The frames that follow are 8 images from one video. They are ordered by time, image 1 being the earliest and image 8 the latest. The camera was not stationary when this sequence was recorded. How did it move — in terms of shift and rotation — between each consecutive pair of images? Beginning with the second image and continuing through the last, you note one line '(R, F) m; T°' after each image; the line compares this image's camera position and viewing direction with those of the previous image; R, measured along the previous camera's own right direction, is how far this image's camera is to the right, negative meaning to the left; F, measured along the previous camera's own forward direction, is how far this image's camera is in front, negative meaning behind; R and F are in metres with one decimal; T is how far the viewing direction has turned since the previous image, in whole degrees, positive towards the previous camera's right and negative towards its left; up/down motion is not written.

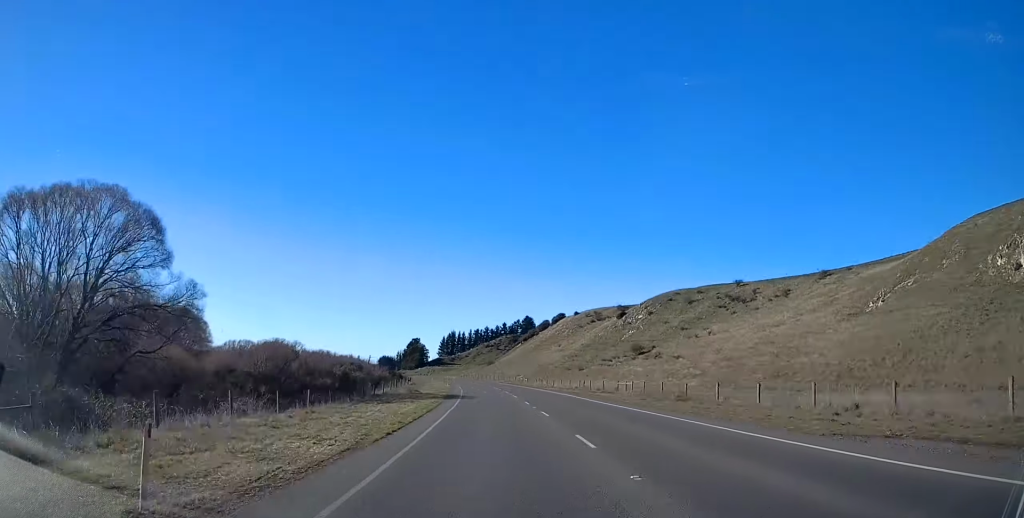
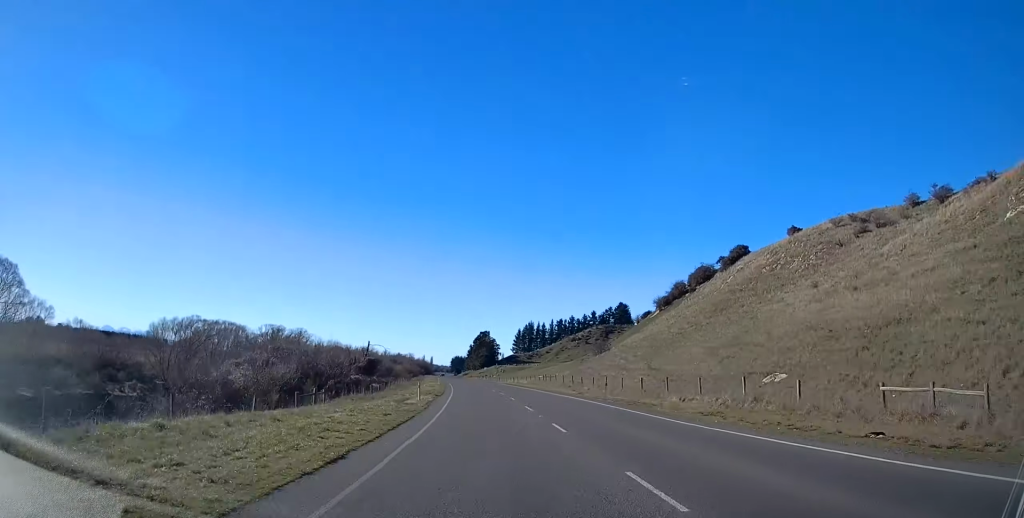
(-6.8, +107.5) m; -7°
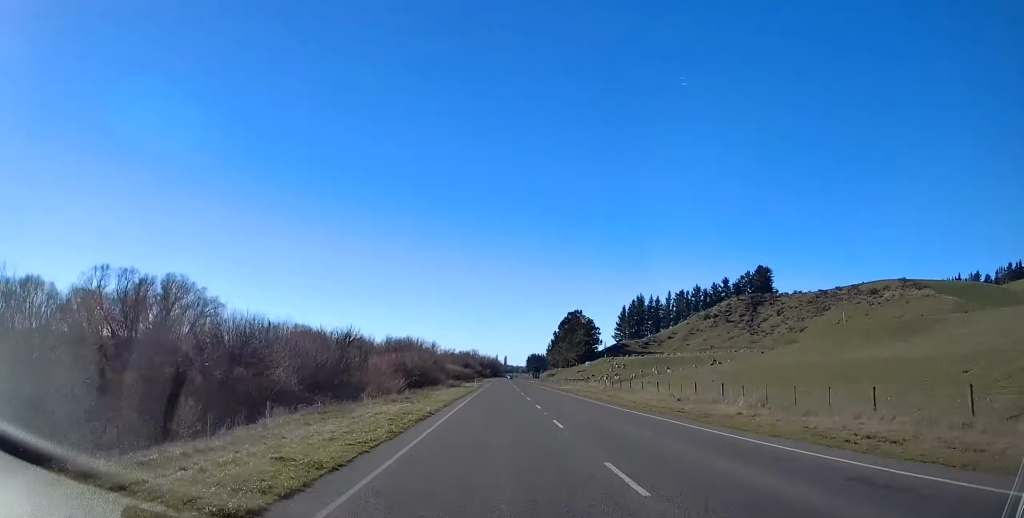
(-9.6, +140.5) m; -5°
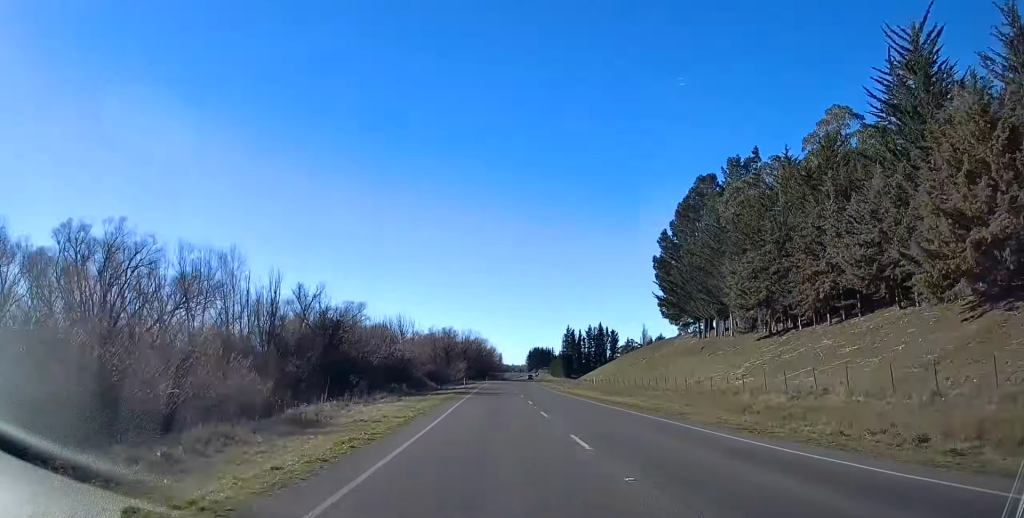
(-2.6, +218.4) m; 0°
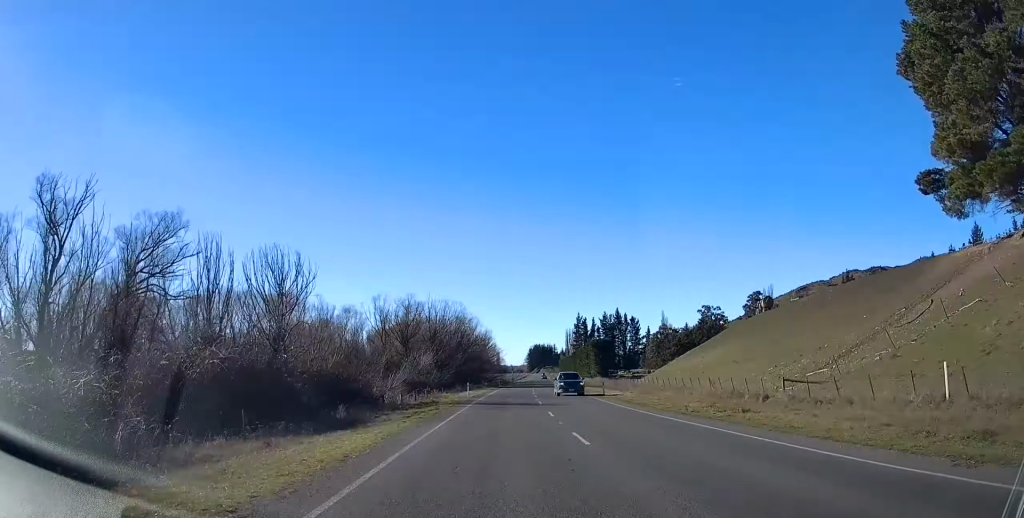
(+0.2, +70.3) m; +1°
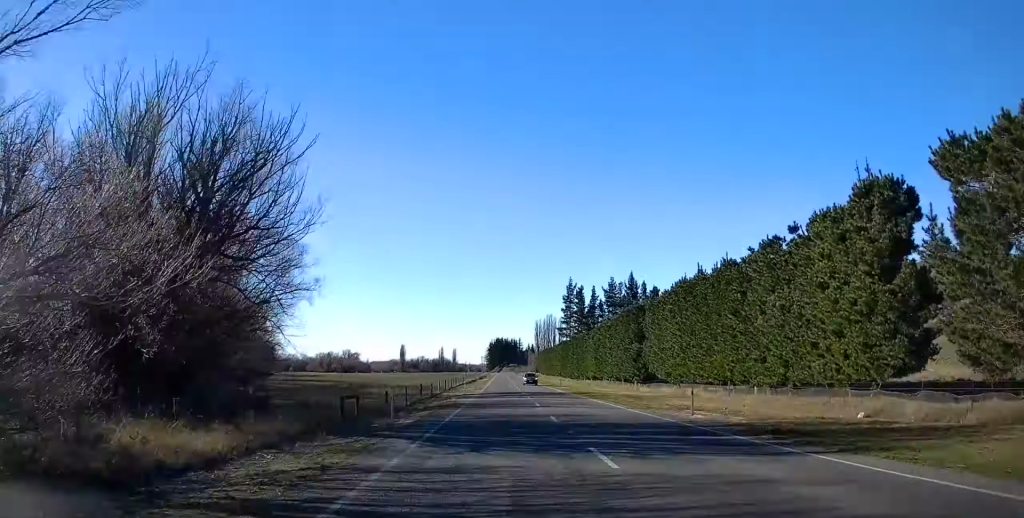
(+3.3, +125.9) m; +2°
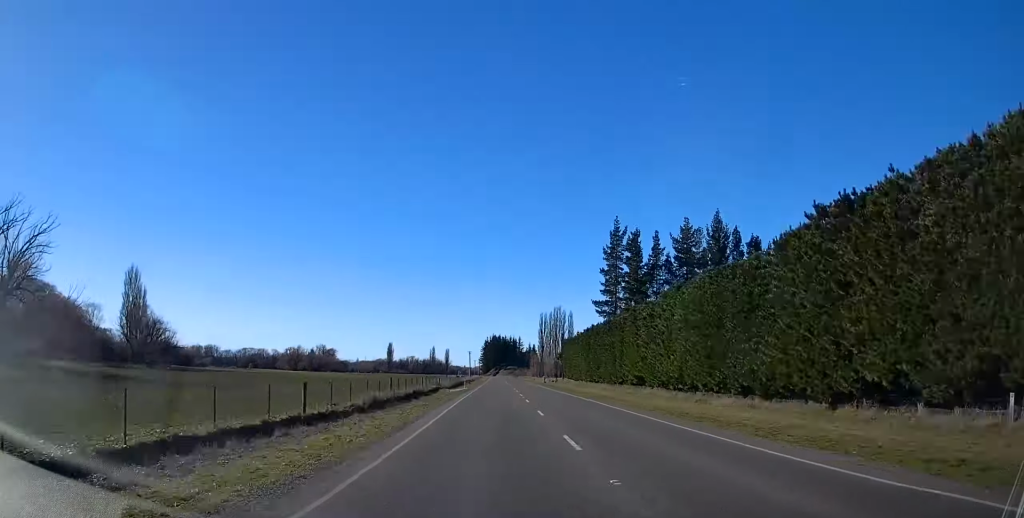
(+1.0, +88.8) m; 0°
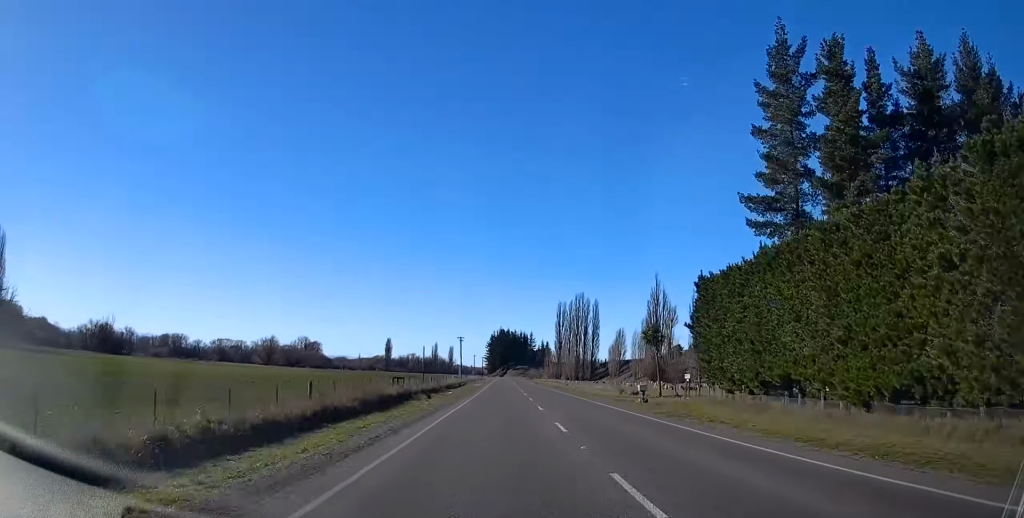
(-0.4, +77.5) m; 0°
